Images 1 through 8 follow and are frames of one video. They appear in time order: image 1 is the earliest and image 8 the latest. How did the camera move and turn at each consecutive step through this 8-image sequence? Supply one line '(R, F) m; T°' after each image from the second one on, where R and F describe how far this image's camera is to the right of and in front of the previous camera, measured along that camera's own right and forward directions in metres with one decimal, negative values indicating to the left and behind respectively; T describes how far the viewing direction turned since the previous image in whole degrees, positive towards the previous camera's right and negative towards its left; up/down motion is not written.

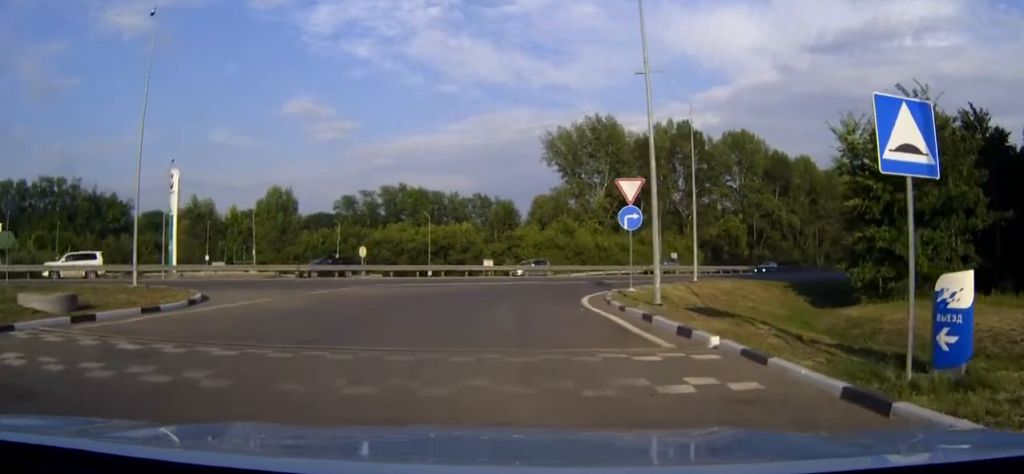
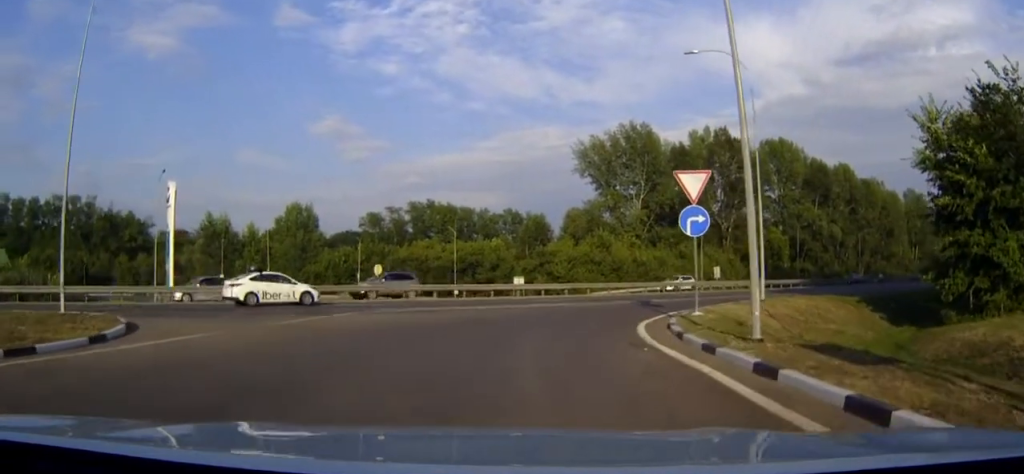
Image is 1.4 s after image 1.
(+0.1, +6.9) m; +1°
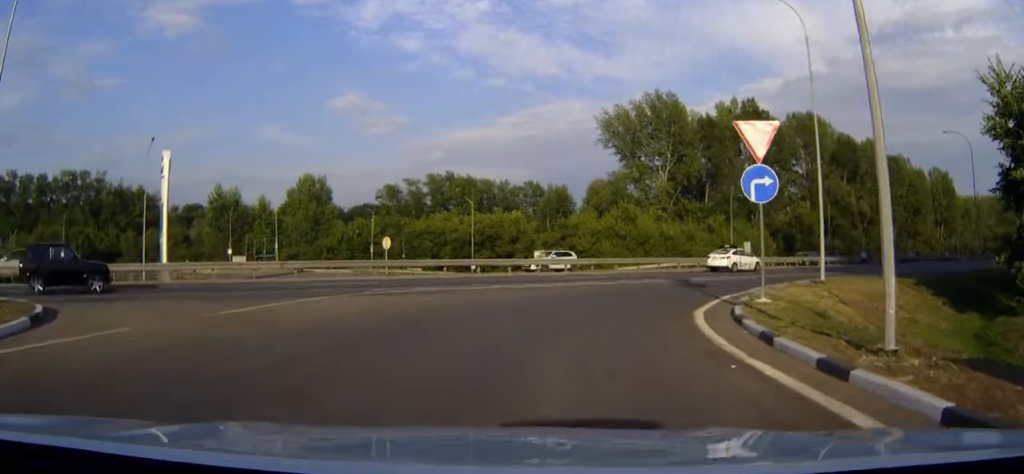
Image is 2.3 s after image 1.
(0.0, +4.9) m; 0°
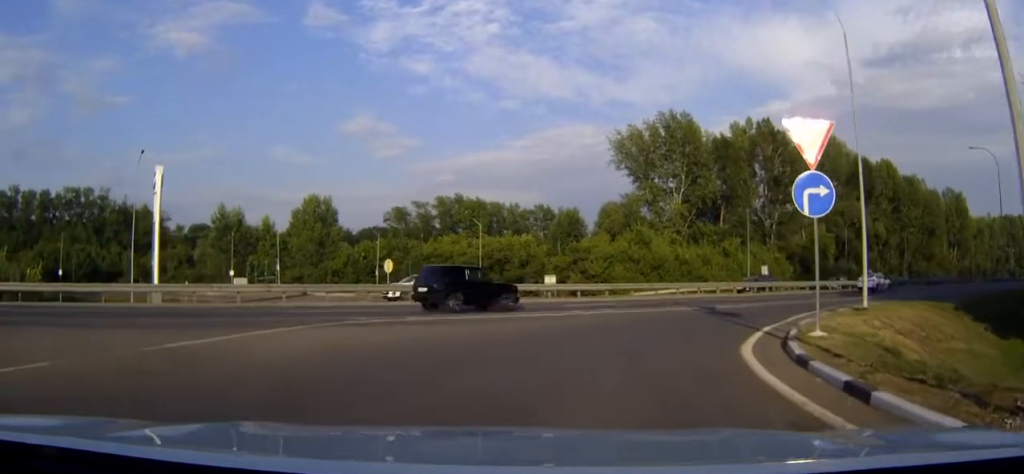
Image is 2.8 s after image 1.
(0.0, +3.1) m; 0°
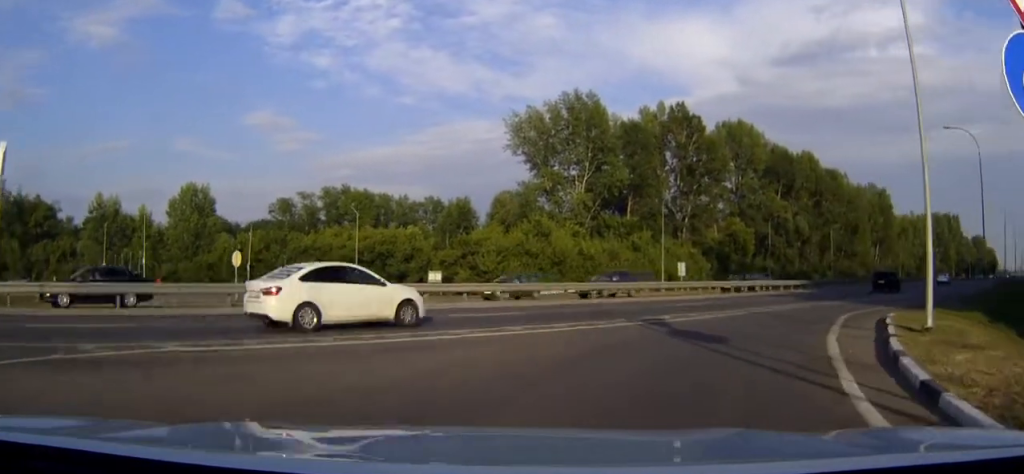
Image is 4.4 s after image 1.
(0.0, +10.0) m; 0°
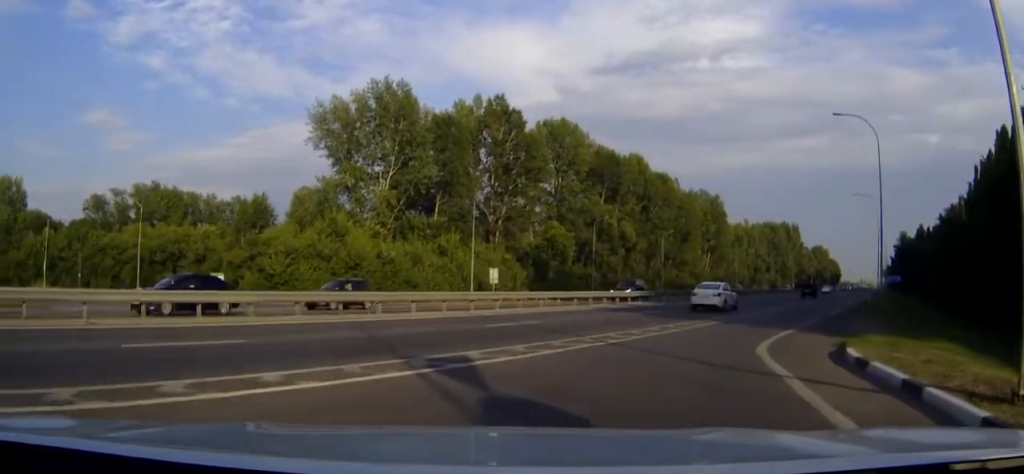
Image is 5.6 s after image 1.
(0.0, +8.7) m; 0°
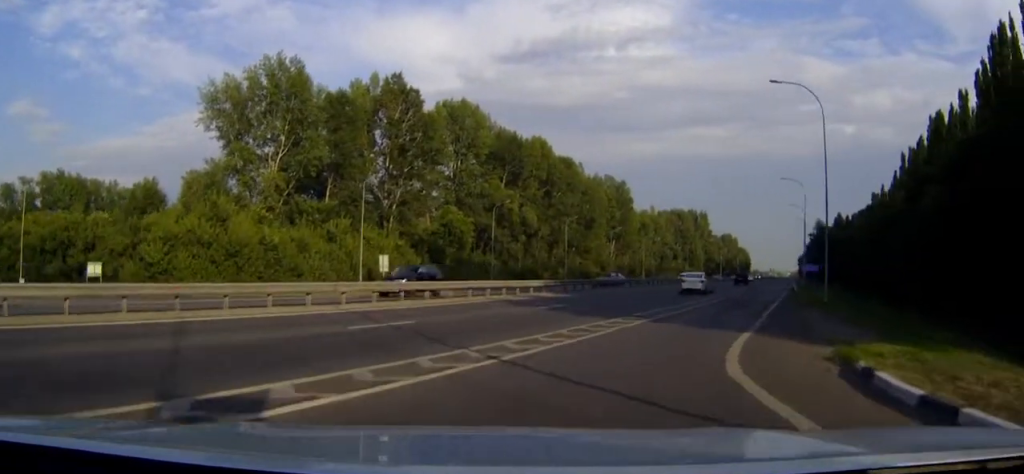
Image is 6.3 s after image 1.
(0.0, +5.3) m; 0°
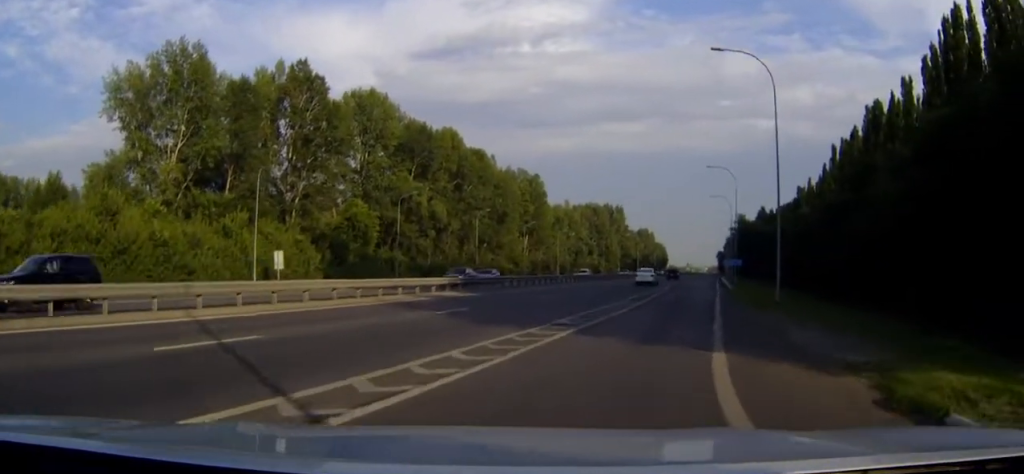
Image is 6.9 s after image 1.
(0.0, +5.0) m; +7°
